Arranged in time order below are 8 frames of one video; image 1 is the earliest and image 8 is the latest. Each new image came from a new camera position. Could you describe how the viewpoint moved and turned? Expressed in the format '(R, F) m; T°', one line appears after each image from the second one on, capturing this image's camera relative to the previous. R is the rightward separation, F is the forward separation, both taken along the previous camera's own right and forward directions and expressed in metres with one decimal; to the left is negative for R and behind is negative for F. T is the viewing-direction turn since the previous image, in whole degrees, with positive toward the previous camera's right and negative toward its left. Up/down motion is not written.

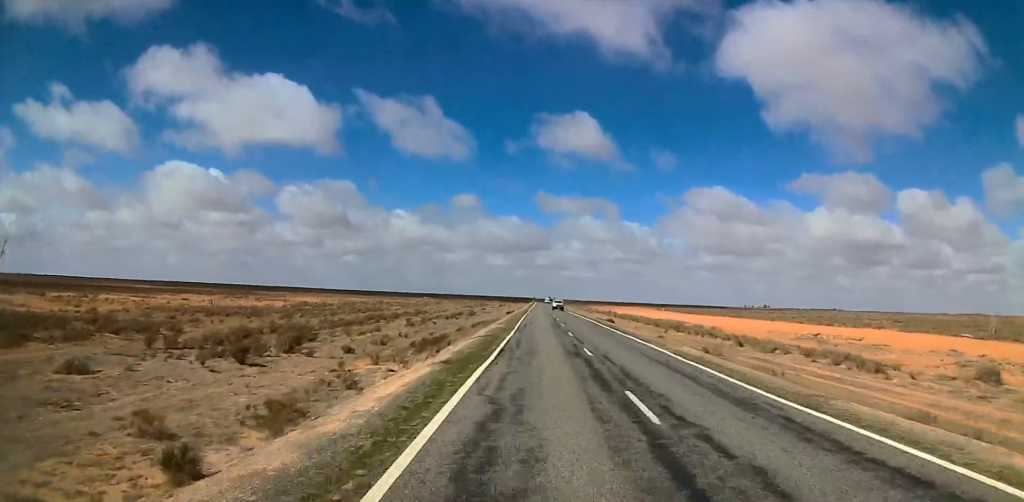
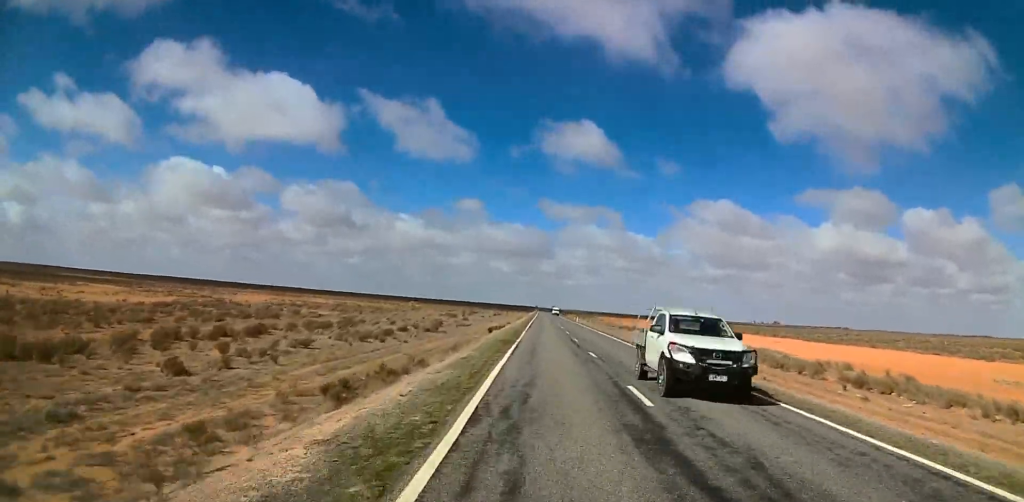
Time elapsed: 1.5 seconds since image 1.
(0.0, +44.5) m; 0°
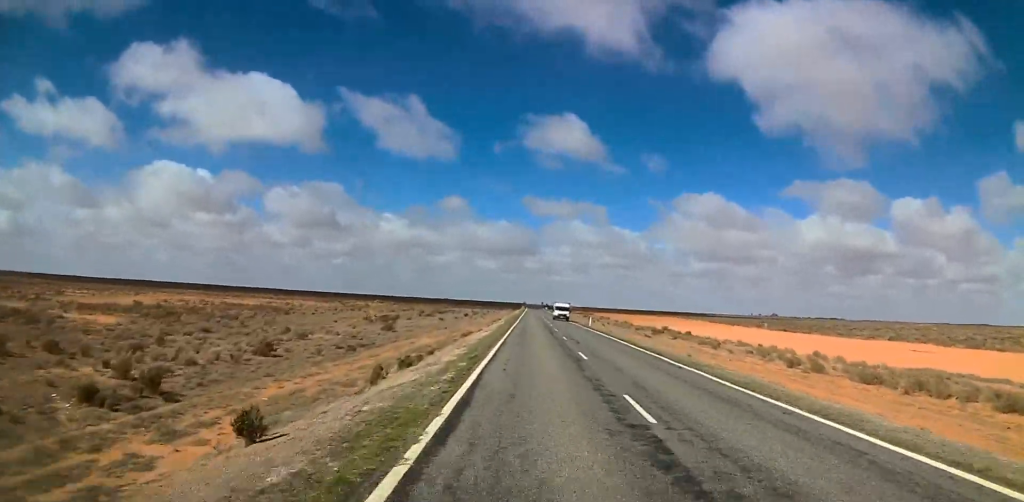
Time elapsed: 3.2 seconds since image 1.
(-0.4, +50.7) m; -1°
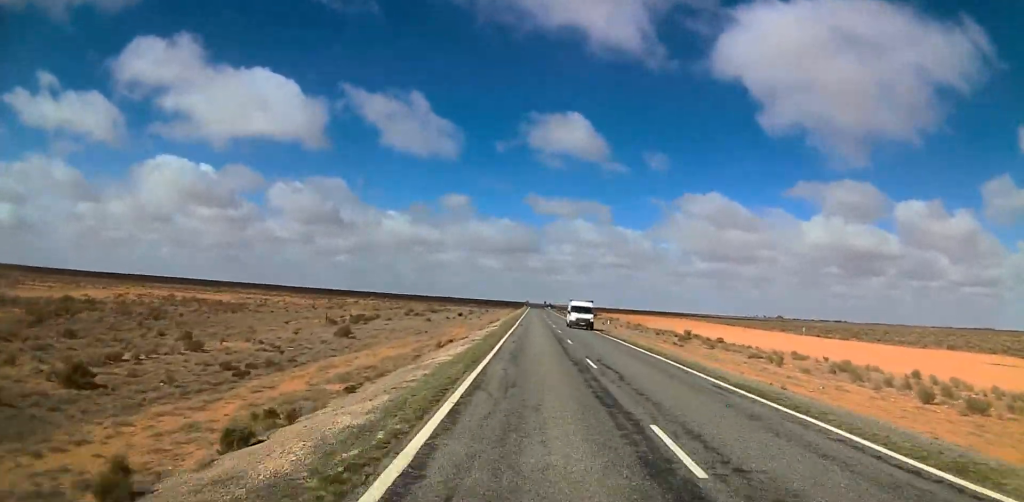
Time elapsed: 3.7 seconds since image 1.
(0.0, +15.0) m; 0°
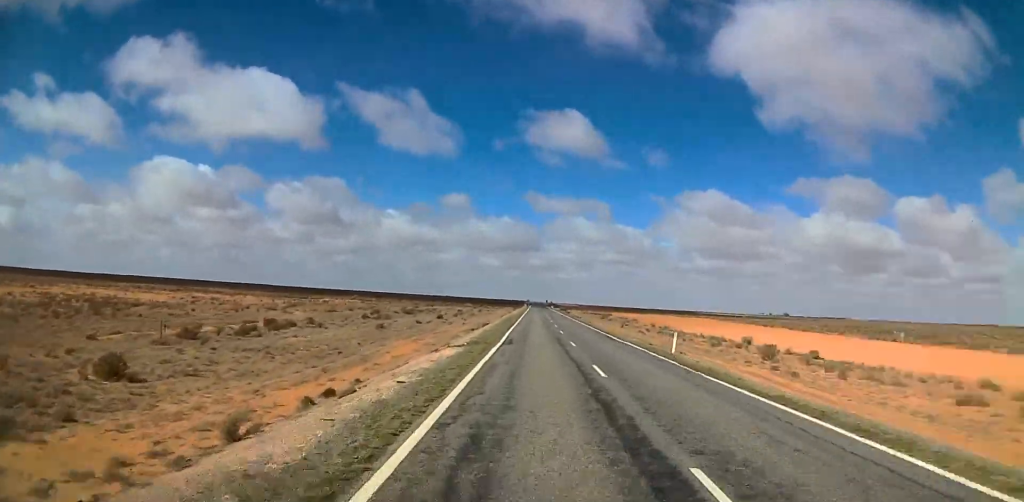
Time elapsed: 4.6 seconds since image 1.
(0.0, +27.1) m; 0°
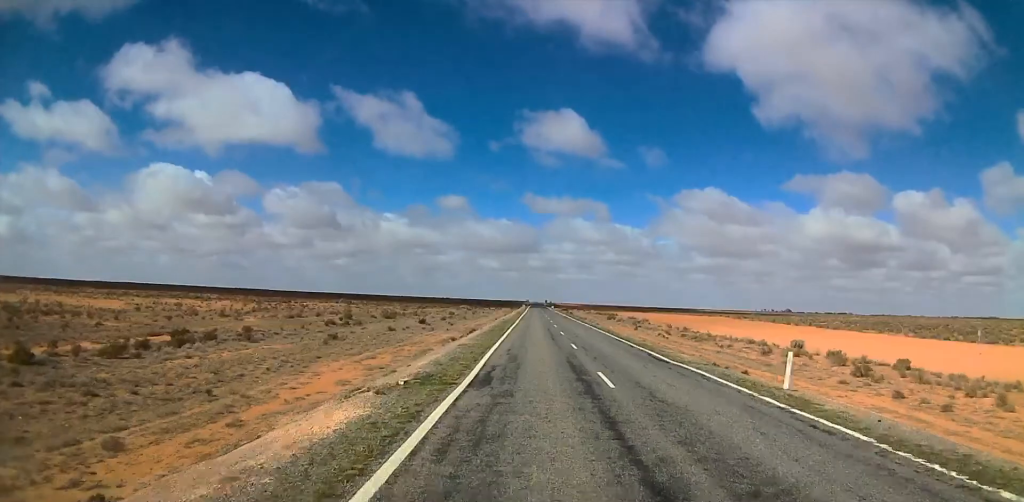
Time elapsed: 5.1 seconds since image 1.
(-0.1, +14.2) m; 0°
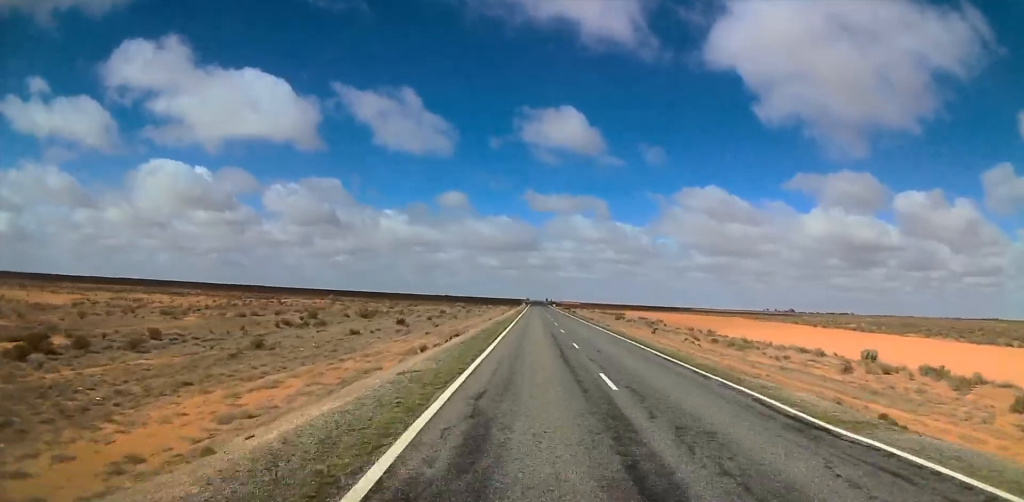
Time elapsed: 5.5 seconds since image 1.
(0.0, +13.2) m; 0°
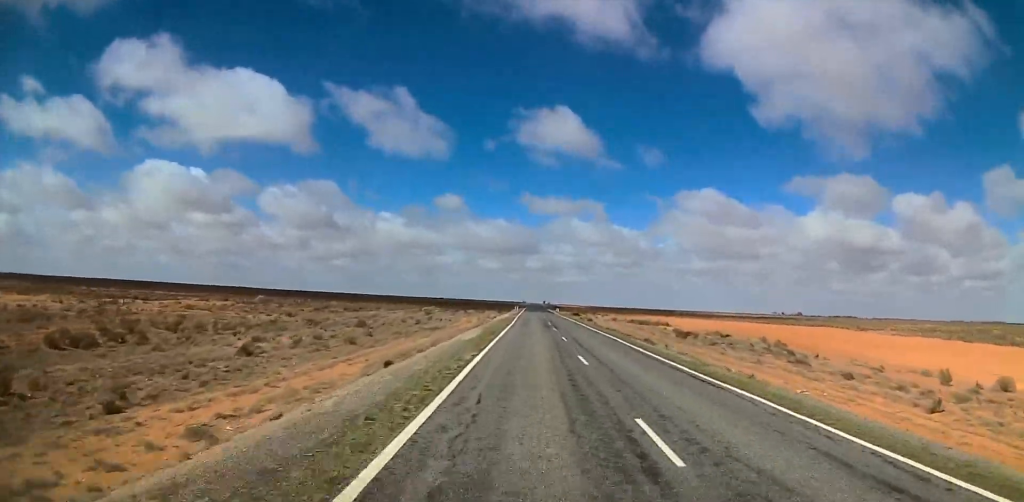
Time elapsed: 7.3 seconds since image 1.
(+0.4, +54.6) m; 0°
